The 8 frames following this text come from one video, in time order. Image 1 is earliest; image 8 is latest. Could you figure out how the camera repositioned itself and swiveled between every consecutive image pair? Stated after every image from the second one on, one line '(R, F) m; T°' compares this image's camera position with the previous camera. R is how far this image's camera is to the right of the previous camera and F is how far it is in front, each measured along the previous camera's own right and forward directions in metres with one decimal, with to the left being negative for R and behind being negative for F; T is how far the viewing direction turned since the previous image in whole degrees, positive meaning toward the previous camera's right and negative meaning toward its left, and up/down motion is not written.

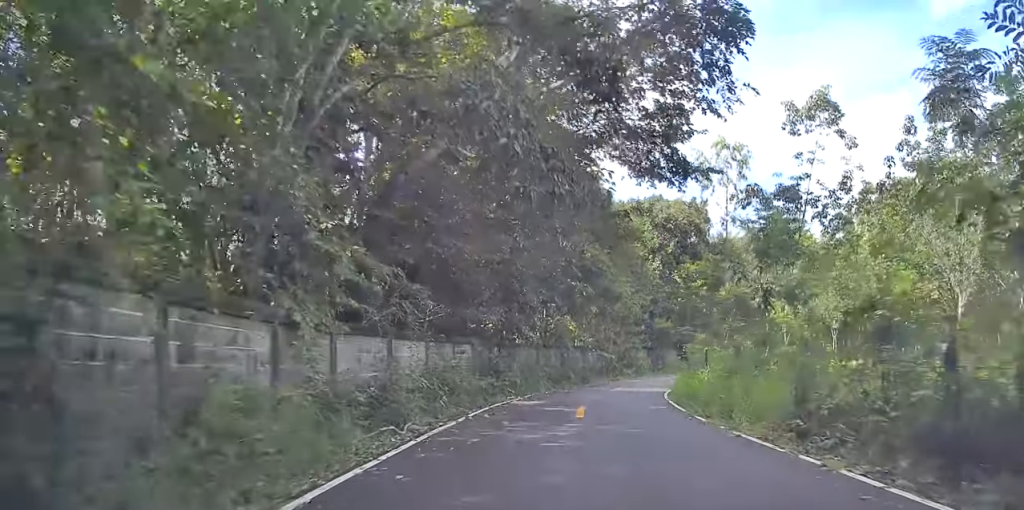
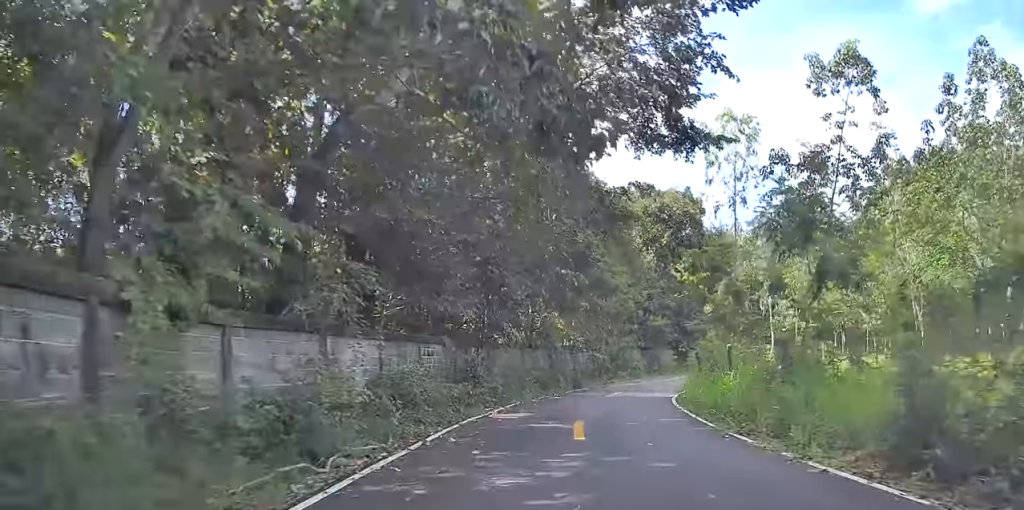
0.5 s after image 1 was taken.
(0.0, +4.2) m; 0°
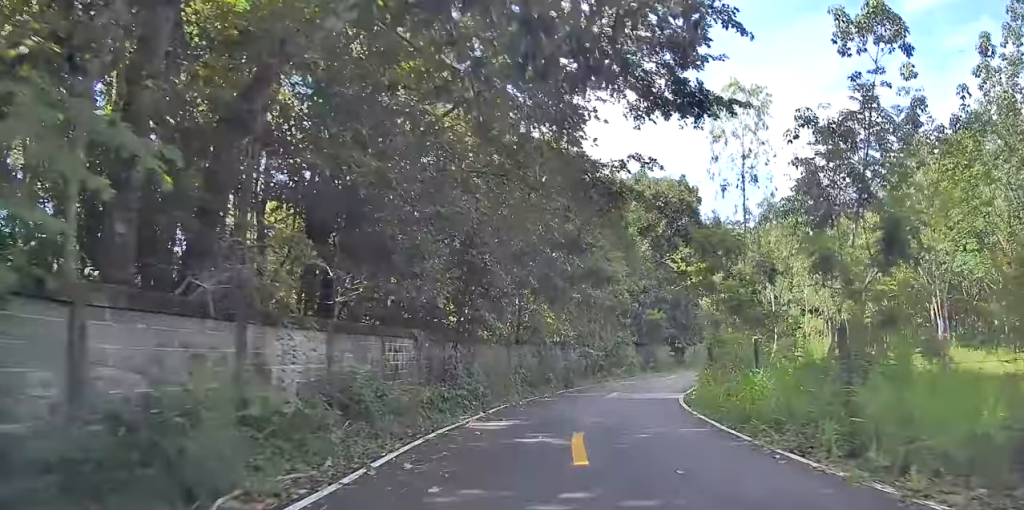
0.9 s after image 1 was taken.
(-0.1, +3.2) m; +1°
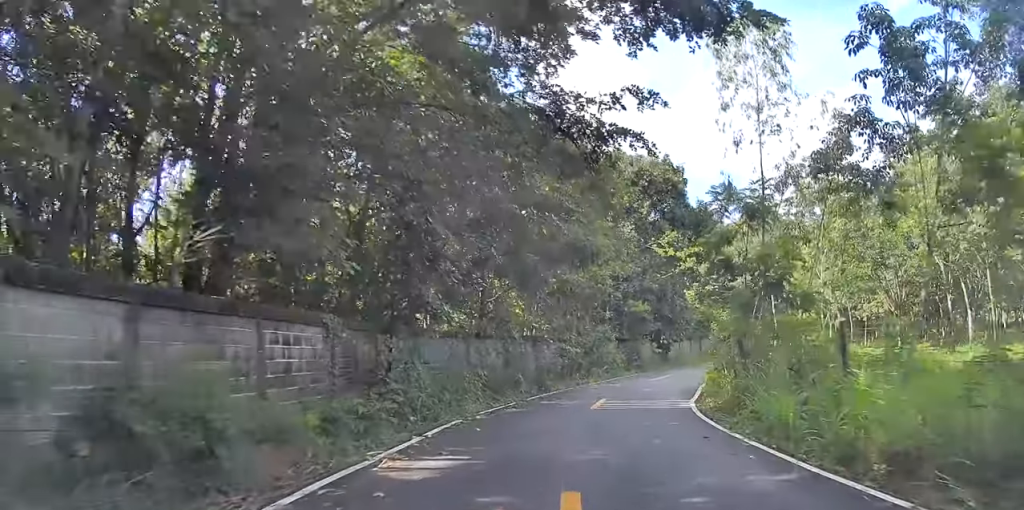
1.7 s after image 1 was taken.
(+0.2, +6.0) m; +2°
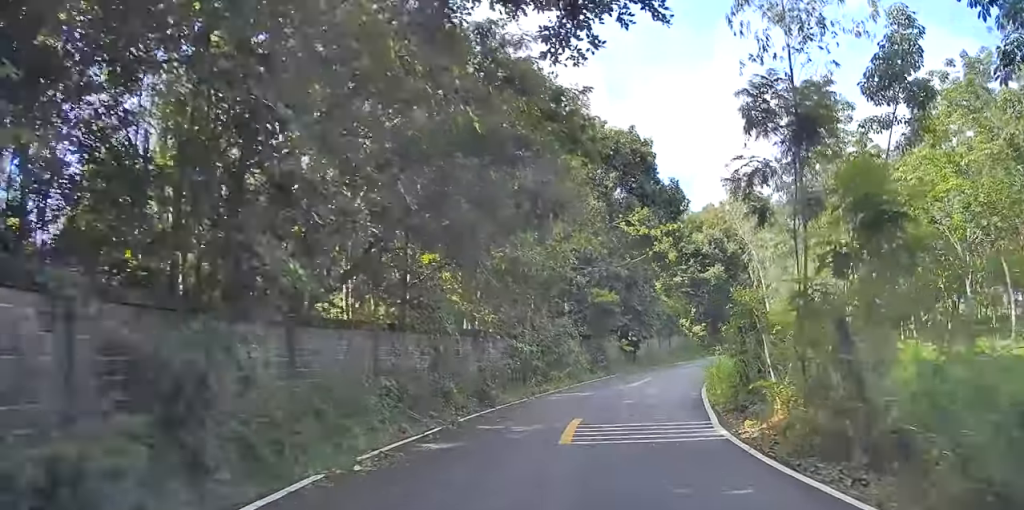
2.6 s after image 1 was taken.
(+0.2, +6.6) m; +1°
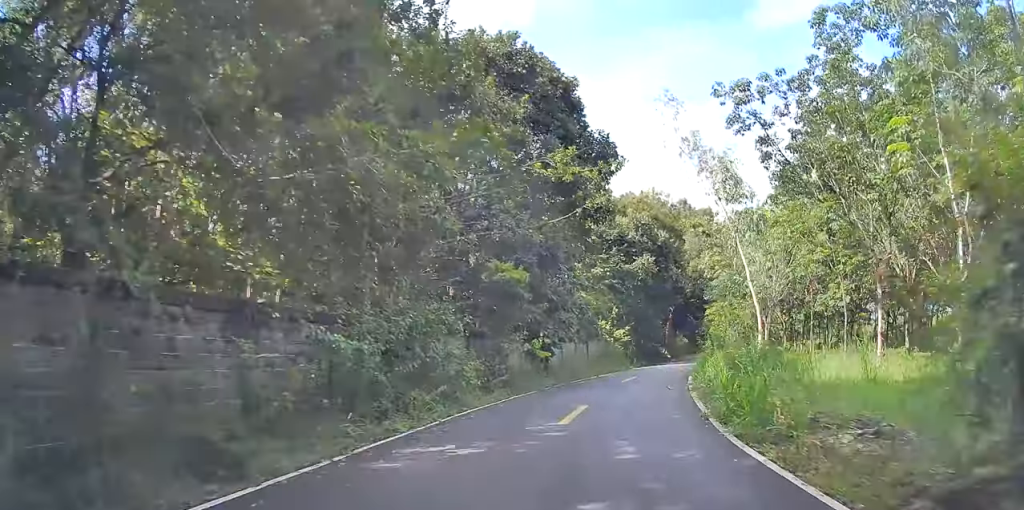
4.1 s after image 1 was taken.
(-0.4, +13.6) m; +2°
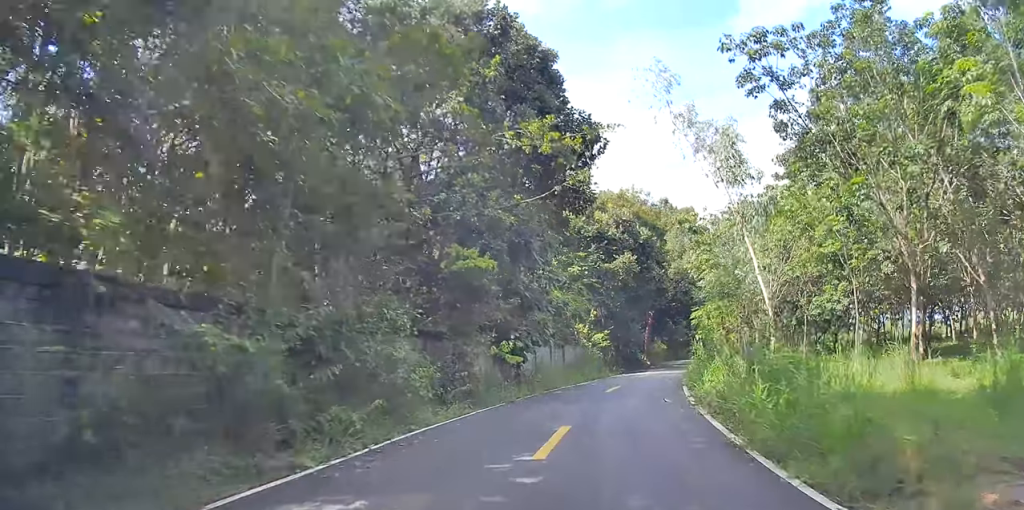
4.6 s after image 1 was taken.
(+0.2, +4.4) m; +4°
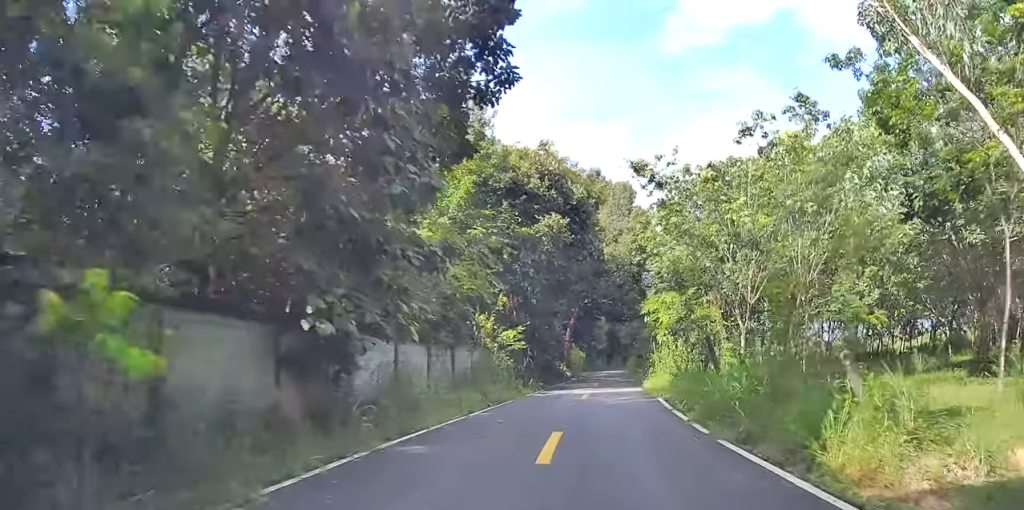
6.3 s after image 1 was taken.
(+1.7, +15.0) m; +11°
